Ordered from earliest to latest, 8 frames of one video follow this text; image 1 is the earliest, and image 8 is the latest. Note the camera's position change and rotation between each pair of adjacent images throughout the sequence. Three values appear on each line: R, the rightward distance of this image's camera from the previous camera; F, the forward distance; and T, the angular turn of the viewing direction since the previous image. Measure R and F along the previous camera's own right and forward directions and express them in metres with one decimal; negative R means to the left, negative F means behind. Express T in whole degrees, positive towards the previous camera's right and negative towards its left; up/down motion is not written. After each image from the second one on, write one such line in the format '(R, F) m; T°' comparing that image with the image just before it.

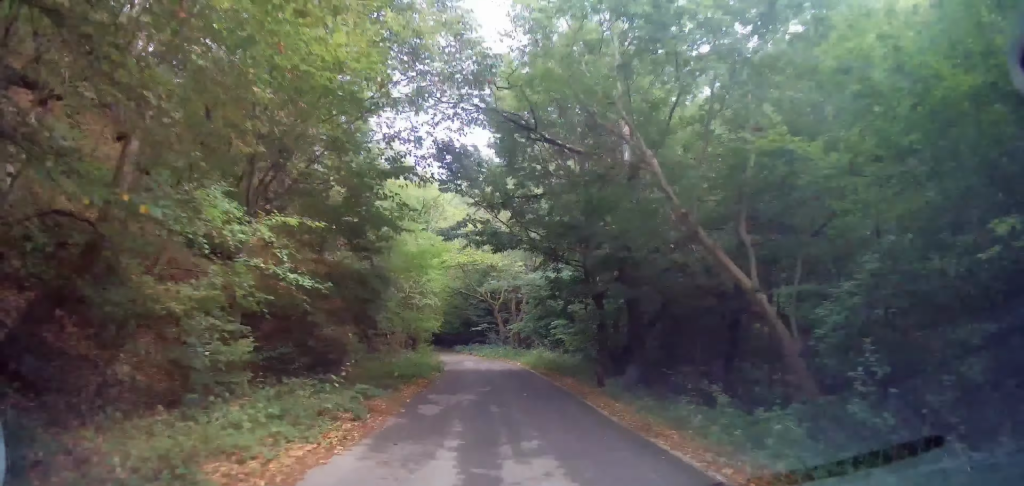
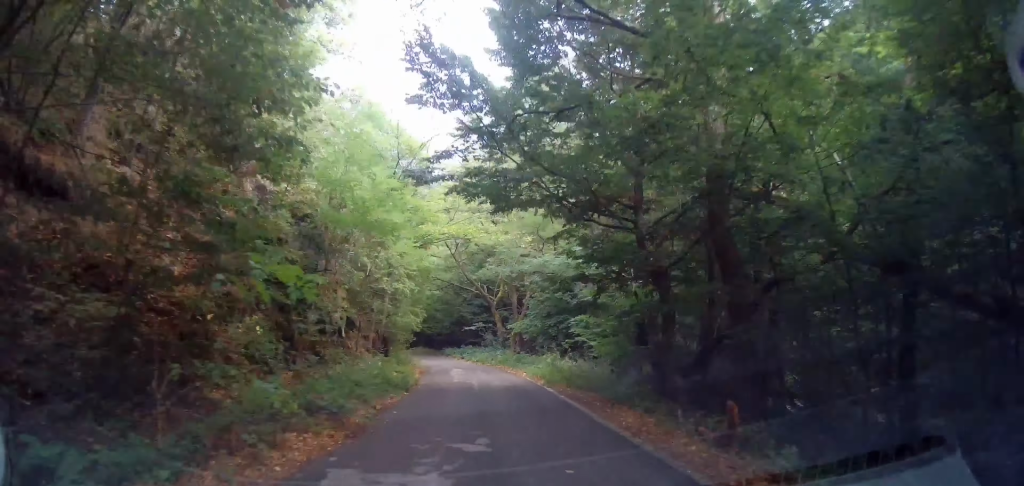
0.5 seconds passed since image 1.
(+0.1, +6.5) m; +1°
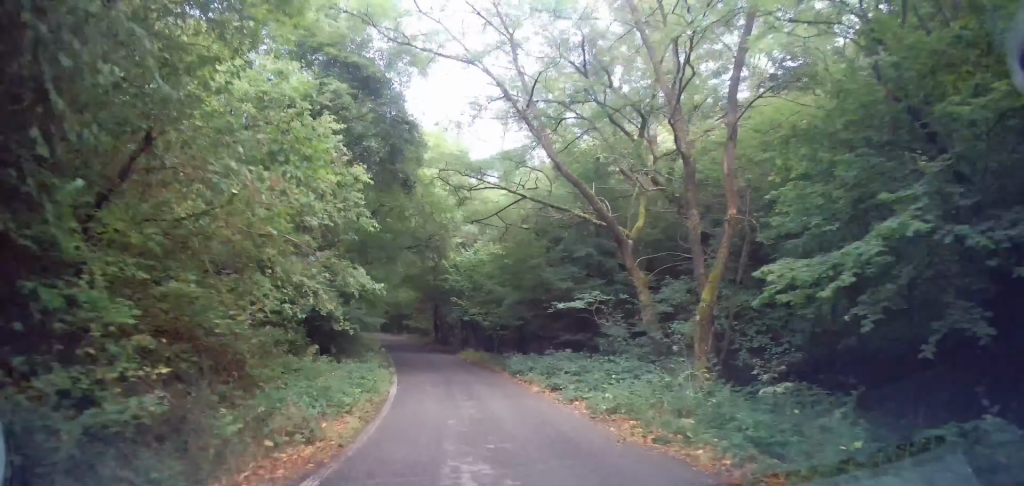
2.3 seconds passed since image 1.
(+0.5, +21.8) m; 0°
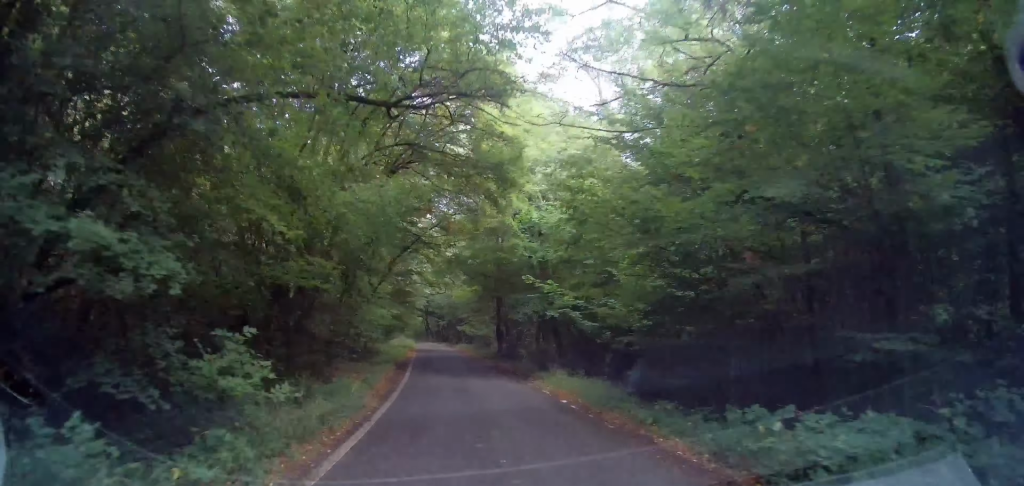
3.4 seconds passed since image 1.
(-0.3, +13.3) m; -5°
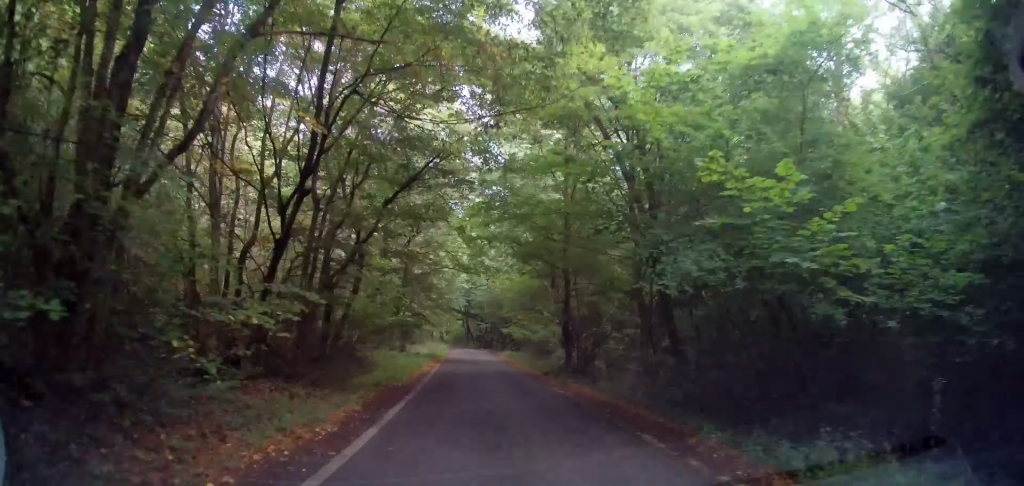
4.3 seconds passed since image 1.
(-0.5, +10.6) m; -6°
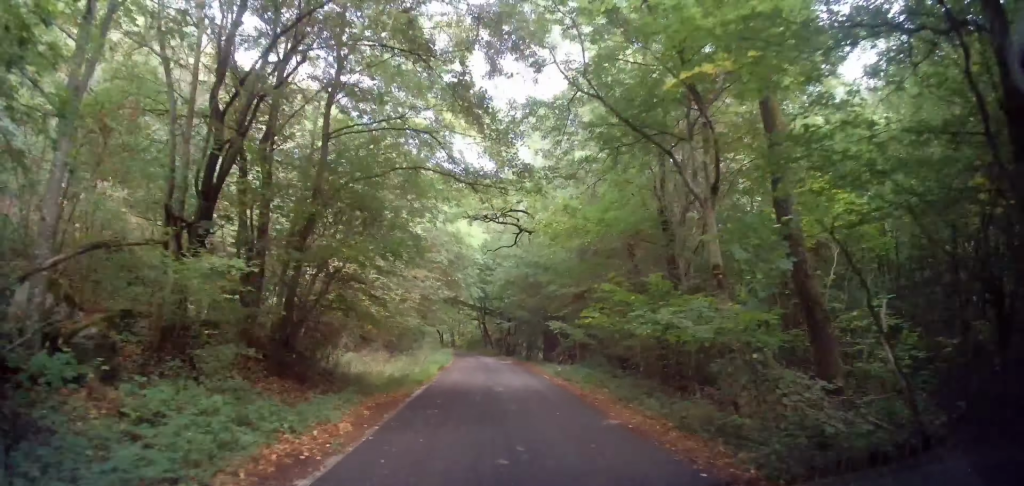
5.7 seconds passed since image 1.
(-1.2, +16.9) m; -5°
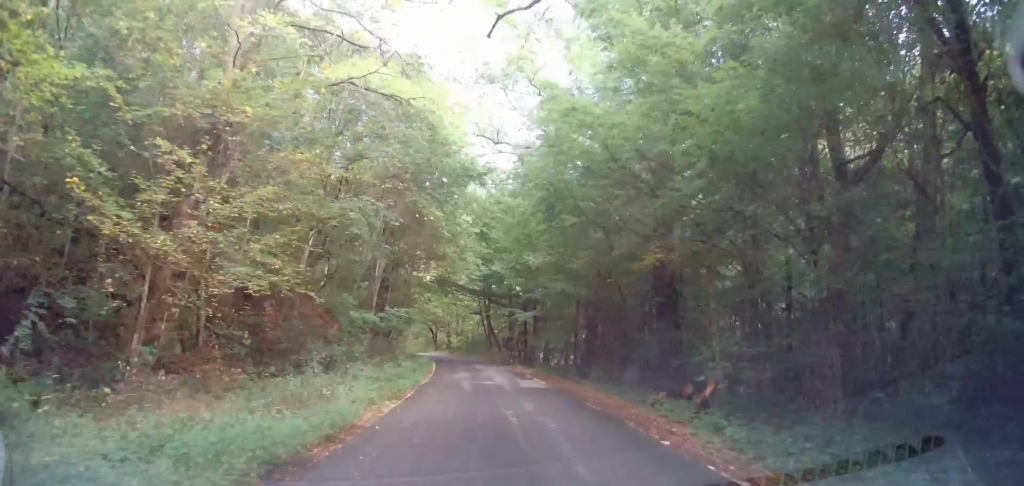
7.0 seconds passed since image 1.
(+0.2, +16.6) m; 0°
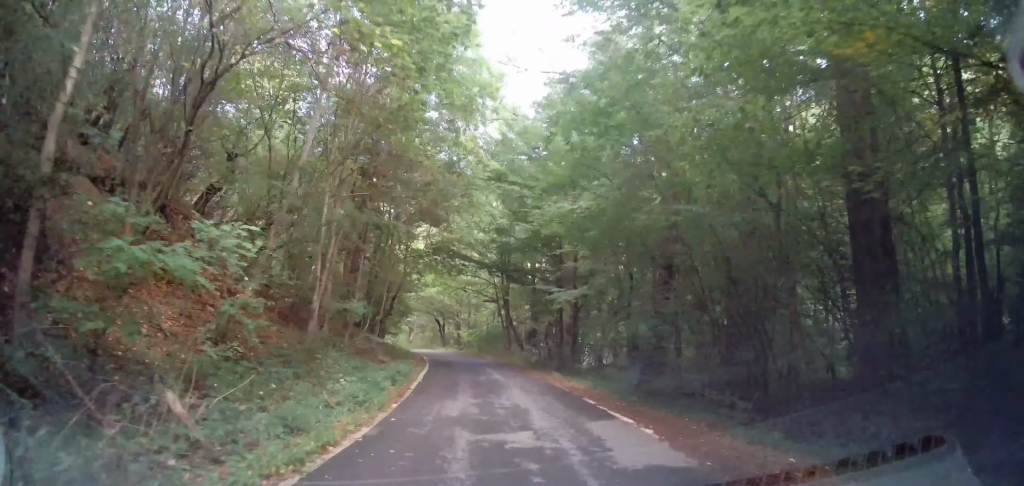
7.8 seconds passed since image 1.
(-0.2, +10.3) m; -1°
